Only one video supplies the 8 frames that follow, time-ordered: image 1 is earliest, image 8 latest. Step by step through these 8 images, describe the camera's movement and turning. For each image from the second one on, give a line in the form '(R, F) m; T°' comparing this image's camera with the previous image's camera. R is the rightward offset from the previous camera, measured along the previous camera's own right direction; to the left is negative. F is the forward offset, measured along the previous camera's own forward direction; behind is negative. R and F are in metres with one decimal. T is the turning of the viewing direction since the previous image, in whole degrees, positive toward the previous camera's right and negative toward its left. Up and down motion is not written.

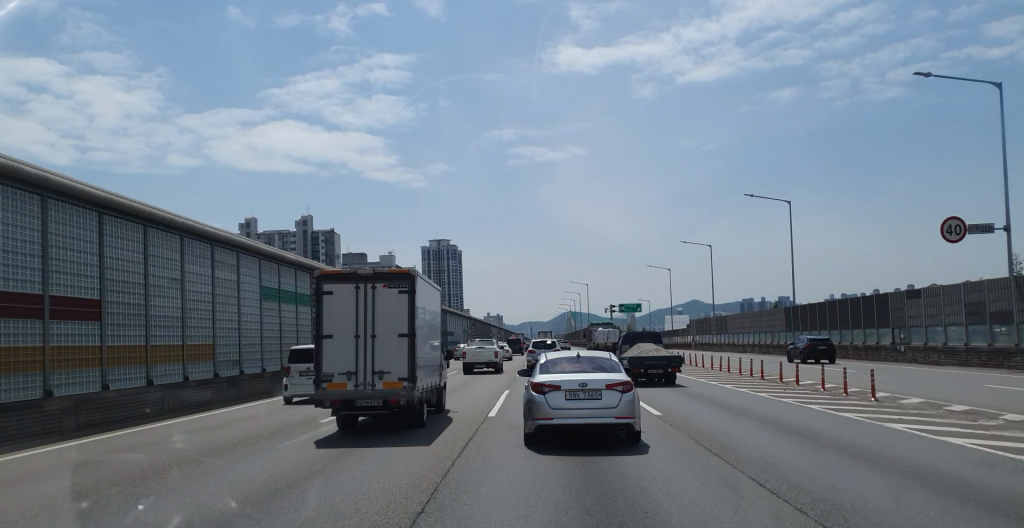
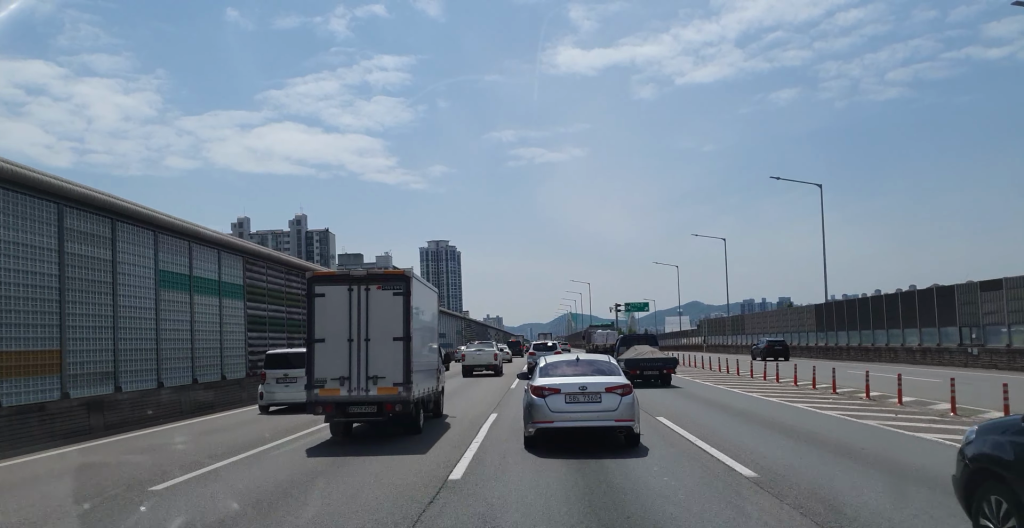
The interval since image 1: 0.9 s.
(+0.1, +7.6) m; 0°
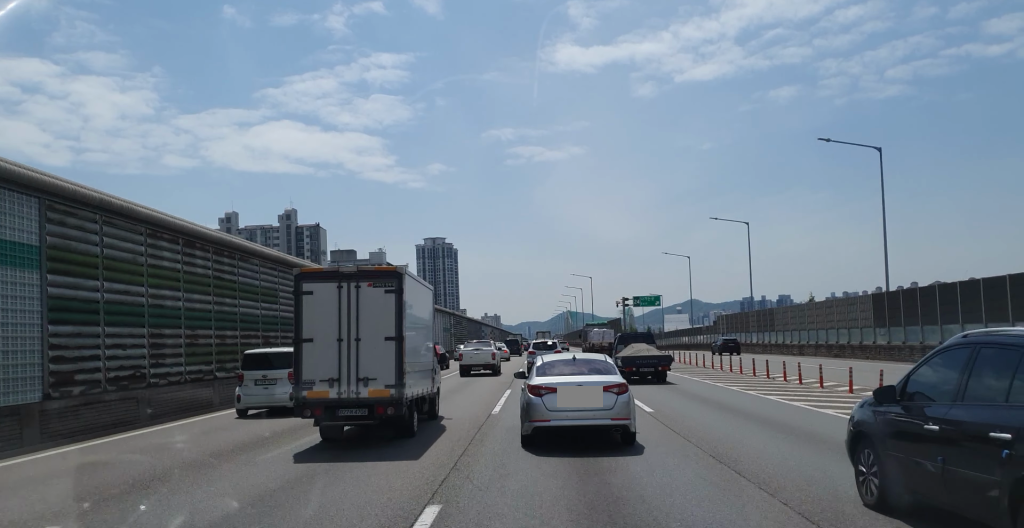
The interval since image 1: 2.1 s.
(-0.1, +11.1) m; +2°
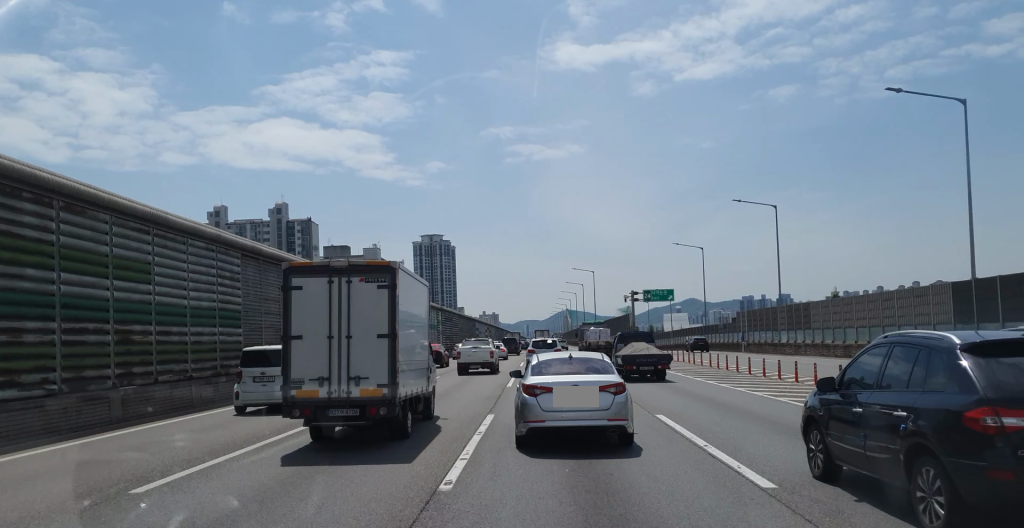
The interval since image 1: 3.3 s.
(+0.3, +9.8) m; 0°
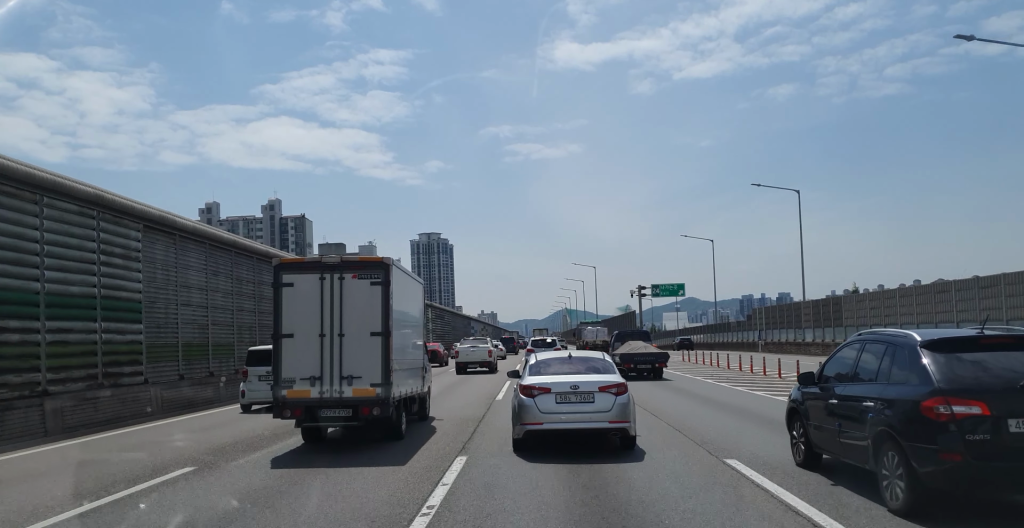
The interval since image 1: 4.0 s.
(-0.1, +6.4) m; -1°
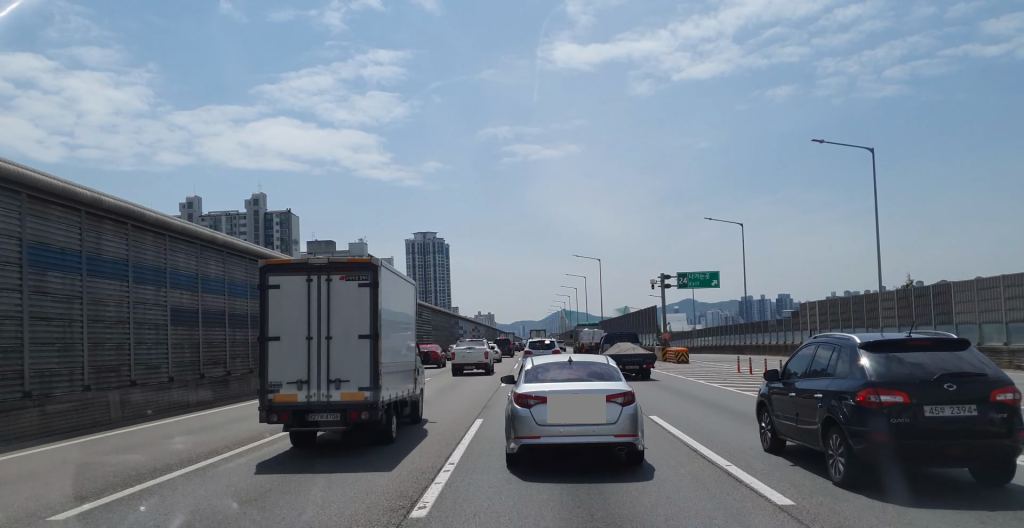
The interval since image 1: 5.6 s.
(+0.1, +14.1) m; 0°
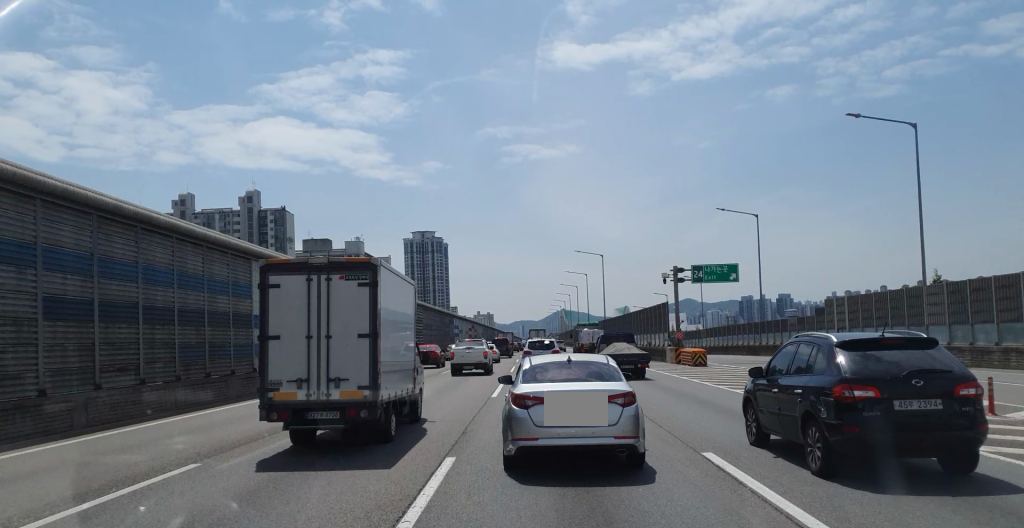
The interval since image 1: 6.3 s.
(-0.2, +5.9) m; +1°
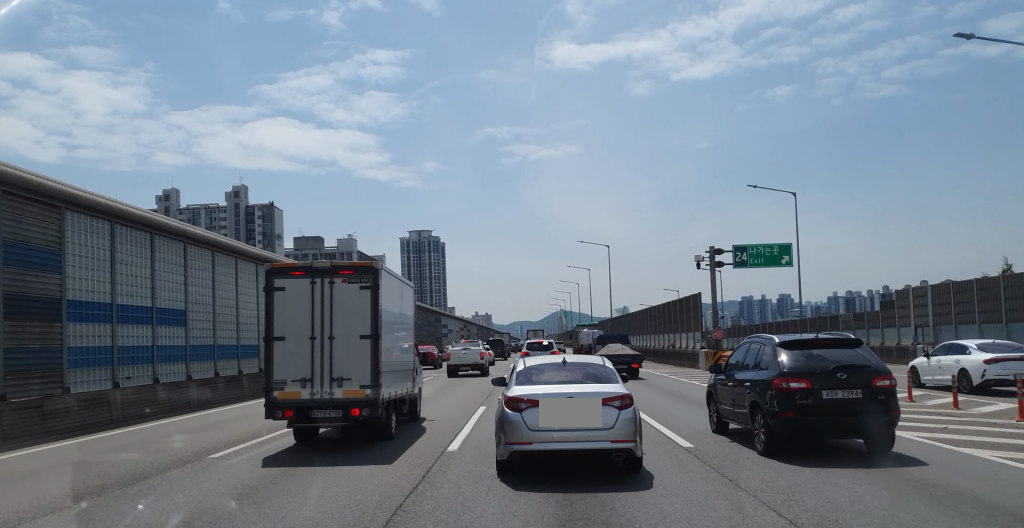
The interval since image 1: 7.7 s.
(+0.4, +10.8) m; +2°
